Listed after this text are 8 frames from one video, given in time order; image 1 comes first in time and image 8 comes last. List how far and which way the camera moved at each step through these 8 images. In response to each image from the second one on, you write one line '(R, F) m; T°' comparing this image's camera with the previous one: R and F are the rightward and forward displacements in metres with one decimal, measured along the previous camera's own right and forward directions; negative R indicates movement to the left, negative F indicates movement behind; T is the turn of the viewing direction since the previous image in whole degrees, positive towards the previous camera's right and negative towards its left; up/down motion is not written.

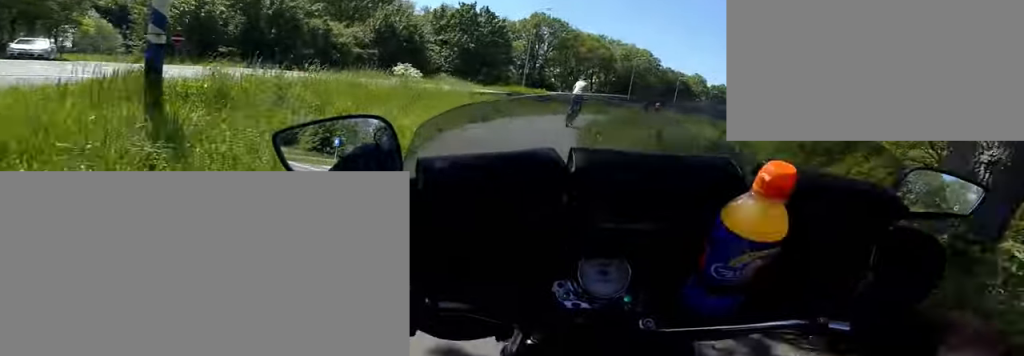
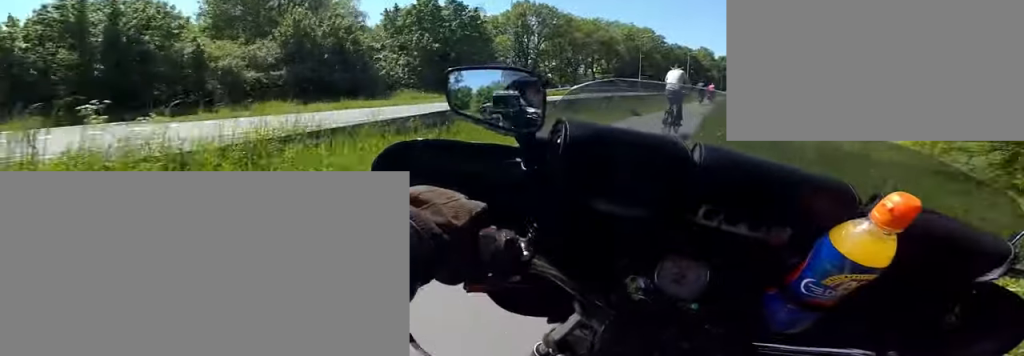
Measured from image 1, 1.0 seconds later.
(+0.4, +9.3) m; +10°
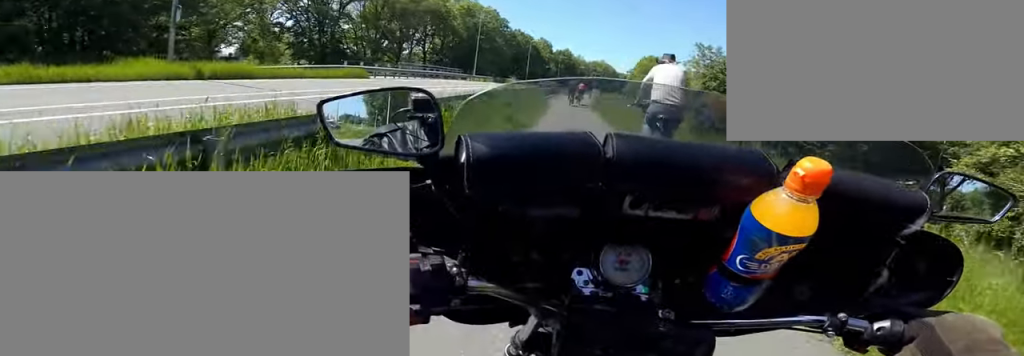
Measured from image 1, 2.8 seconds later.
(+2.0, +16.2) m; +4°
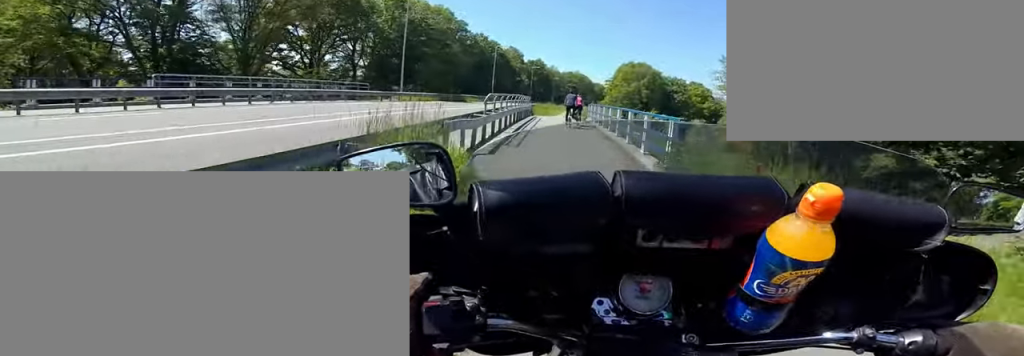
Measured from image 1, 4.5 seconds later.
(+0.2, +18.1) m; +8°
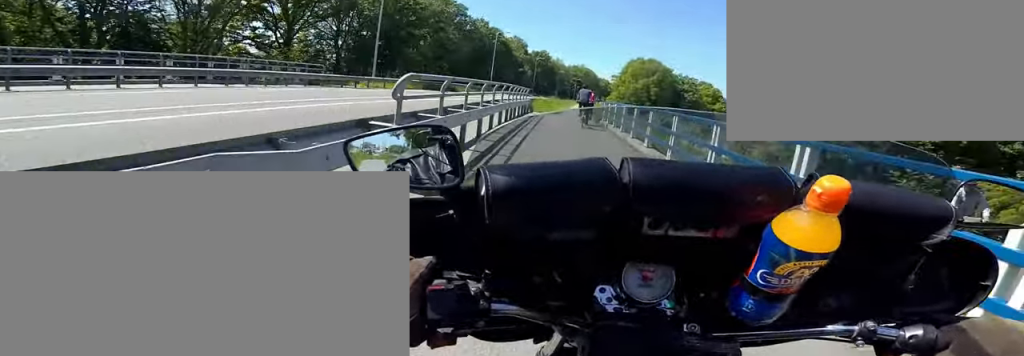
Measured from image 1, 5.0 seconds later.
(+0.4, +5.5) m; +2°
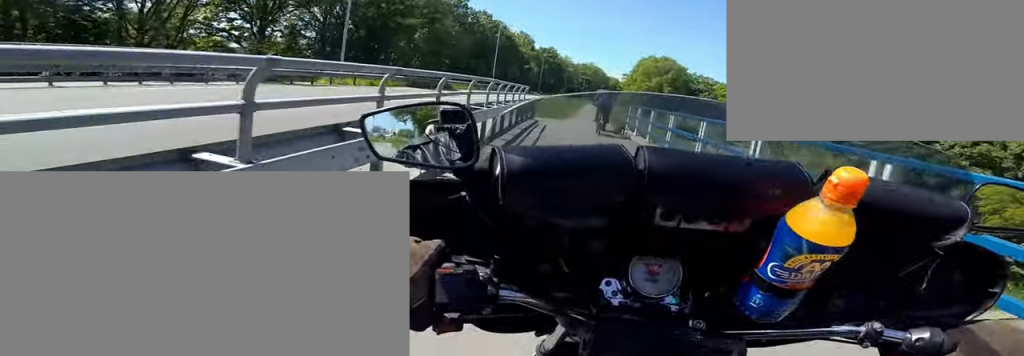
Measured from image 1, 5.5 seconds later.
(+0.5, +4.6) m; 0°
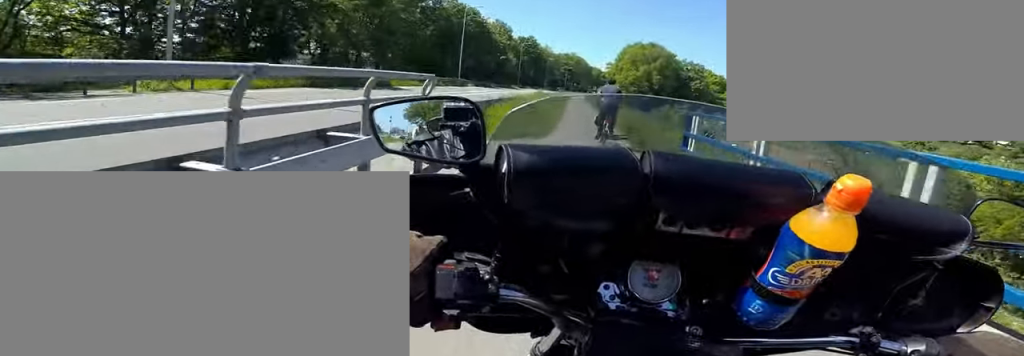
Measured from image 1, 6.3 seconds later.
(-0.6, +8.4) m; 0°
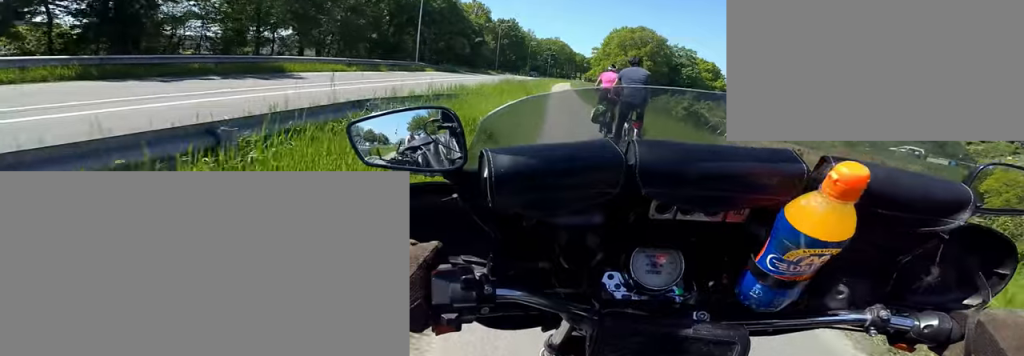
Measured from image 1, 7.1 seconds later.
(+0.1, +7.9) m; +3°
